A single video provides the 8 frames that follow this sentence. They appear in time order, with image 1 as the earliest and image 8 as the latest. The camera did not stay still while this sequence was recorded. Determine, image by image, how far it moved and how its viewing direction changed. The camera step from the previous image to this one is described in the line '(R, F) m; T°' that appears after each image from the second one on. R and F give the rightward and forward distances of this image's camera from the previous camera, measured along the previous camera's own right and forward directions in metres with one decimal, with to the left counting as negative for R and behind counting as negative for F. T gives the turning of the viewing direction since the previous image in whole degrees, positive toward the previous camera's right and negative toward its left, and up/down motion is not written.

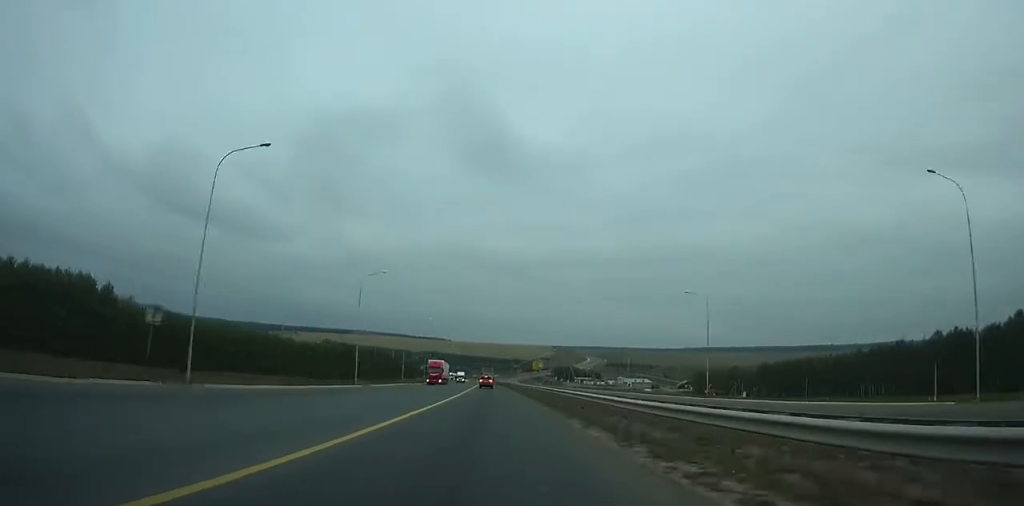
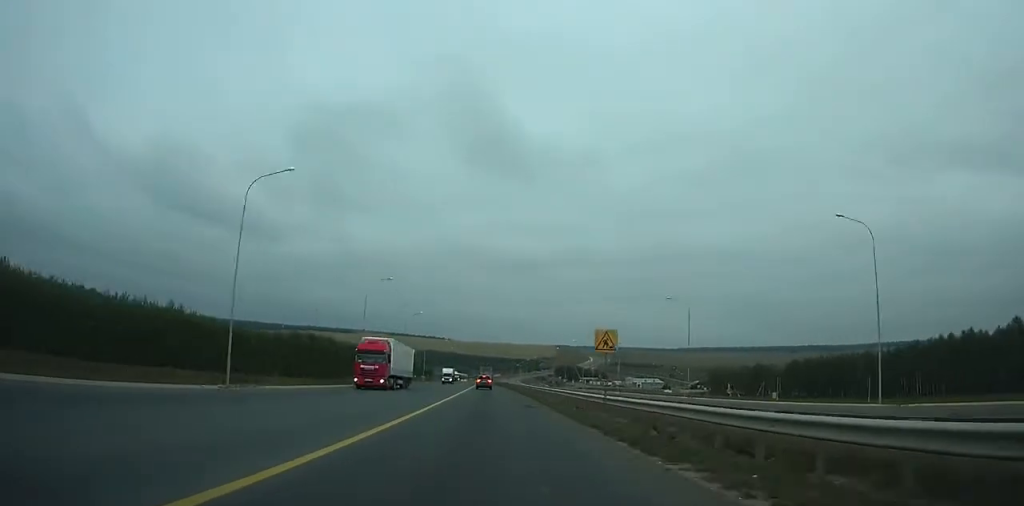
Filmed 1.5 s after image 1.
(-0.1, +31.4) m; -1°
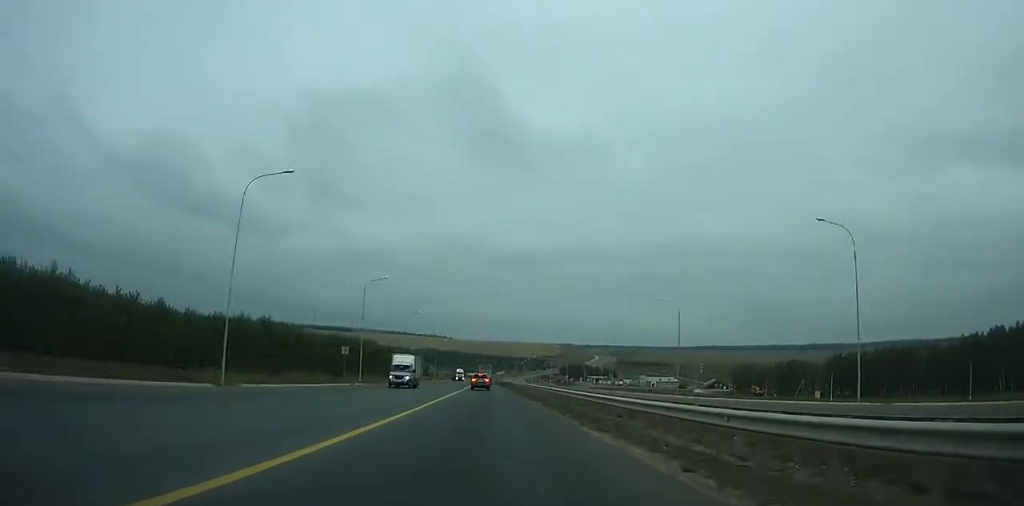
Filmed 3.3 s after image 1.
(-0.3, +34.1) m; 0°
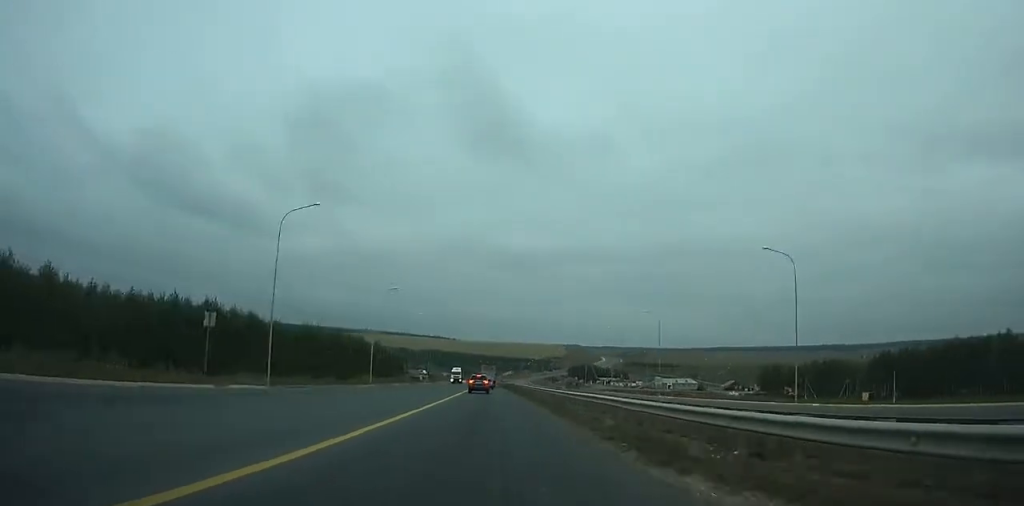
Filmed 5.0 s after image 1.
(-0.1, +30.5) m; +1°
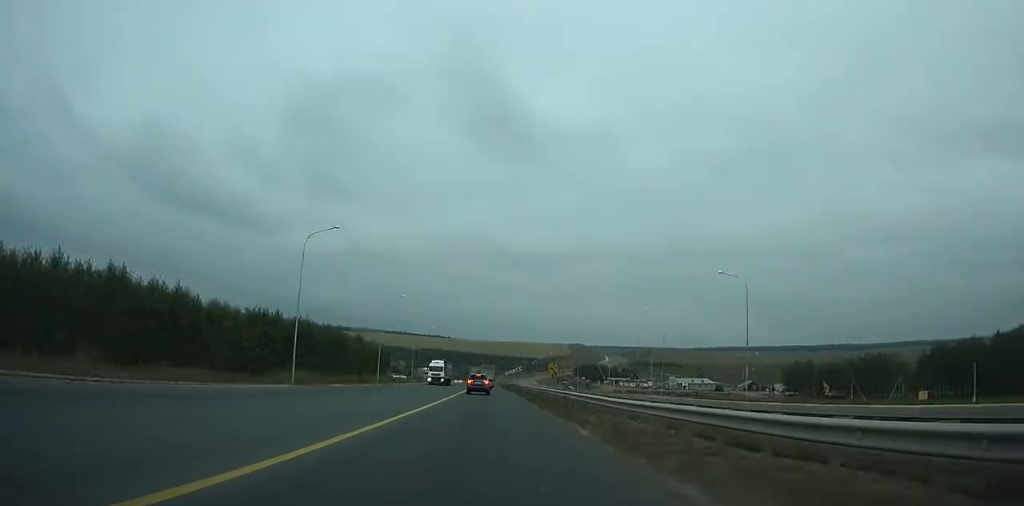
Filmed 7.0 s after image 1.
(-0.9, +33.0) m; +4°
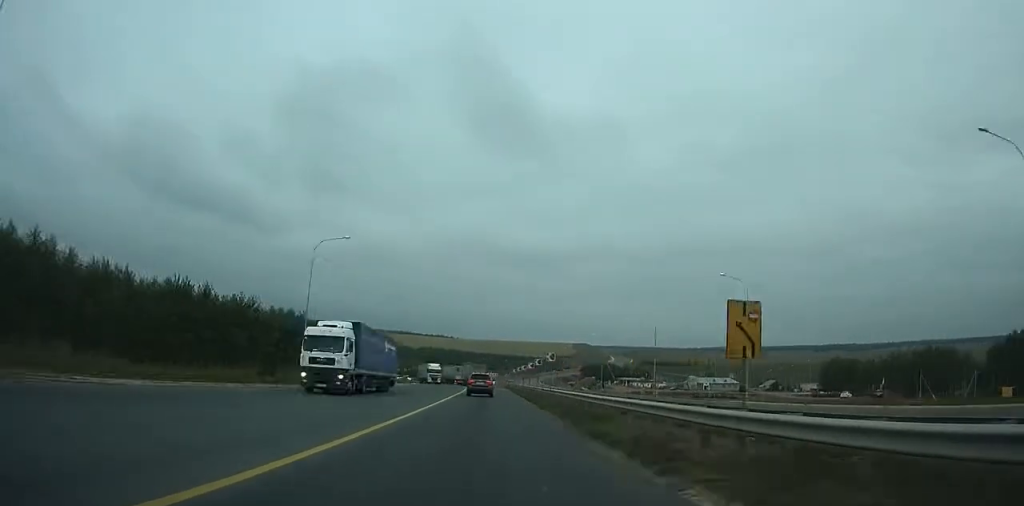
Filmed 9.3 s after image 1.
(+3.5, +33.6) m; -4°
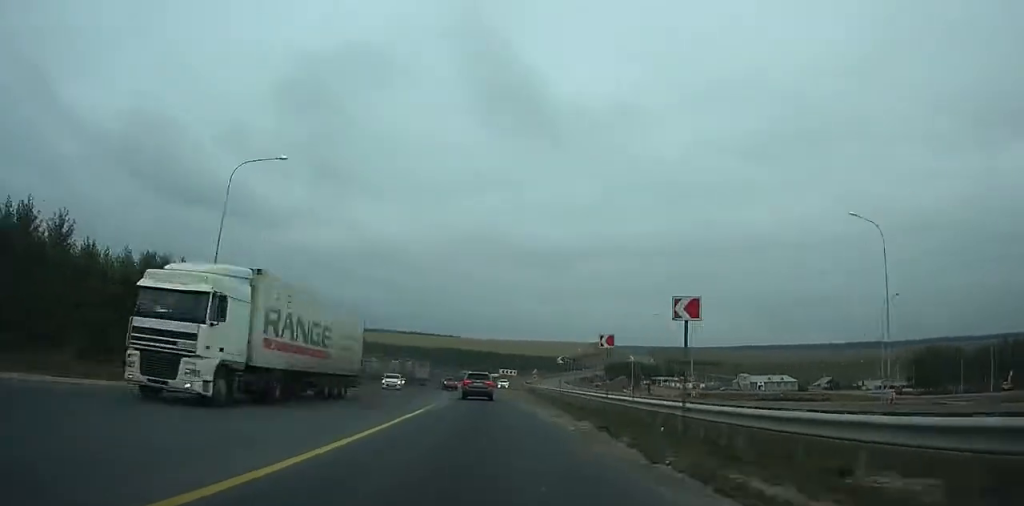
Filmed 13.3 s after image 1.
(-9.0, +52.6) m; -11°
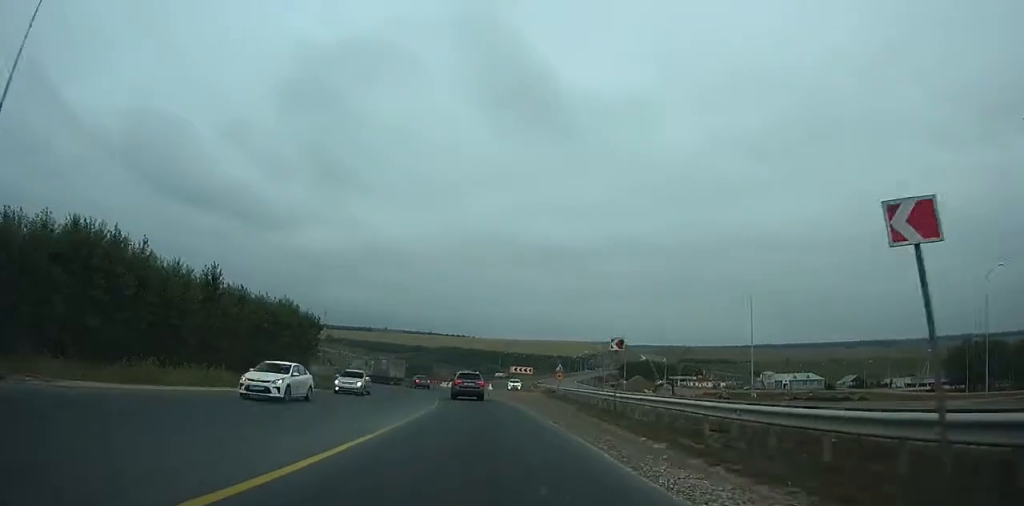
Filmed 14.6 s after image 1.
(+1.9, +16.2) m; +1°
